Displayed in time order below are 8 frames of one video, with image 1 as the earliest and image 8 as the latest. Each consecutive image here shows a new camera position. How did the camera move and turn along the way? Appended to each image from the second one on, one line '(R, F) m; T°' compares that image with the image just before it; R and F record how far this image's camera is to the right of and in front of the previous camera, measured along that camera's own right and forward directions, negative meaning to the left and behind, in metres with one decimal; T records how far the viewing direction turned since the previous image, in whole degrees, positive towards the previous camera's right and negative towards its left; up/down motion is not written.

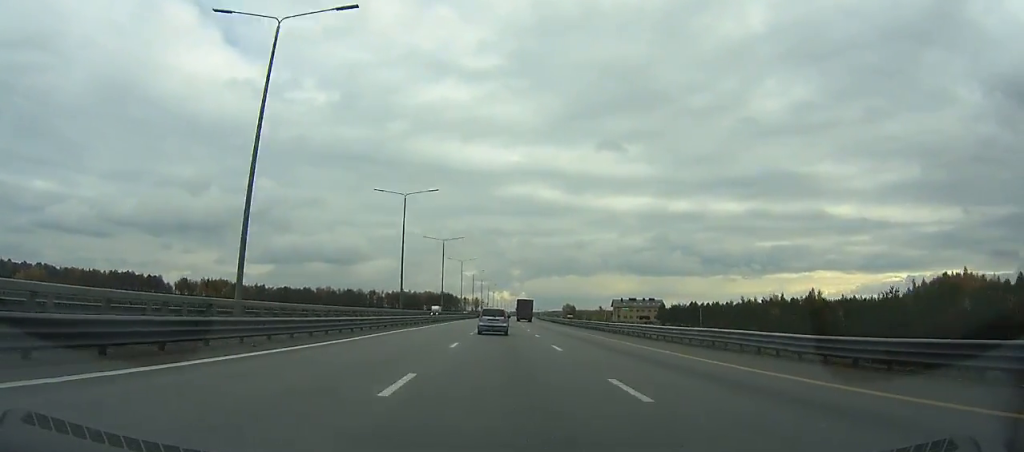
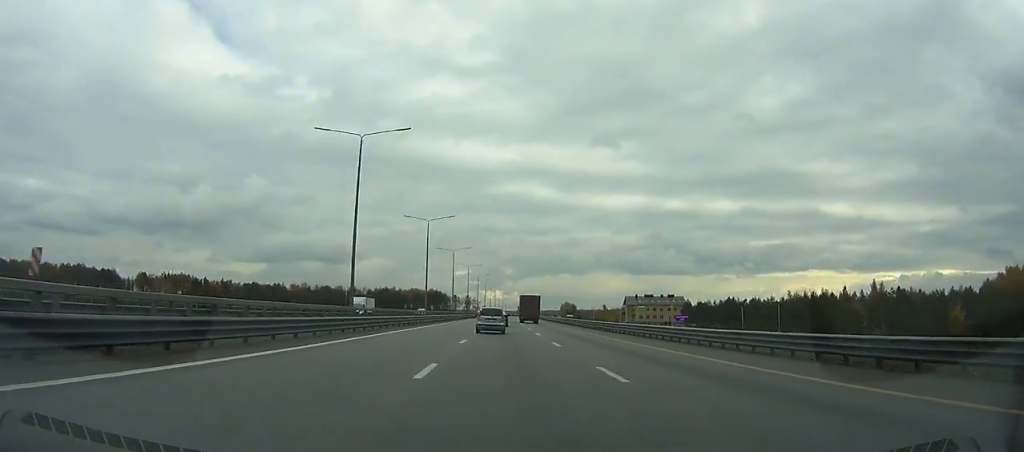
(+0.1, +44.5) m; +1°
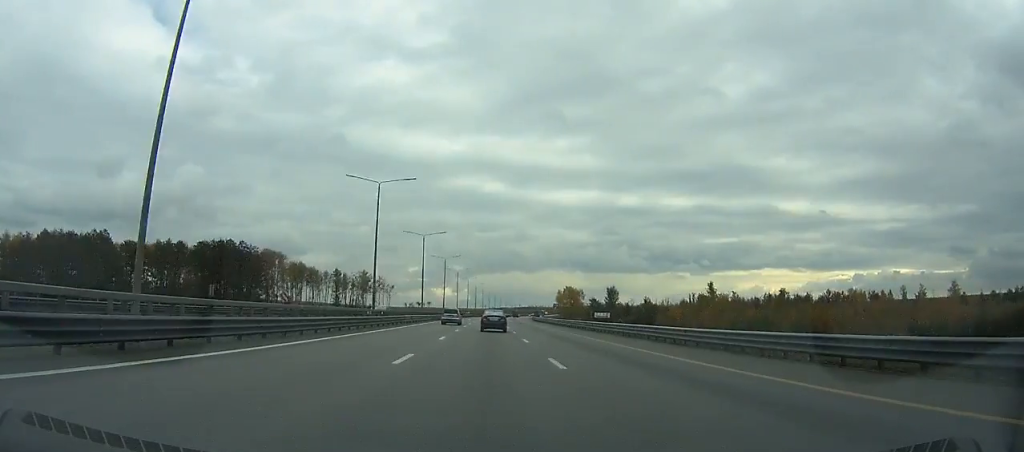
(+10.1, +283.7) m; +4°
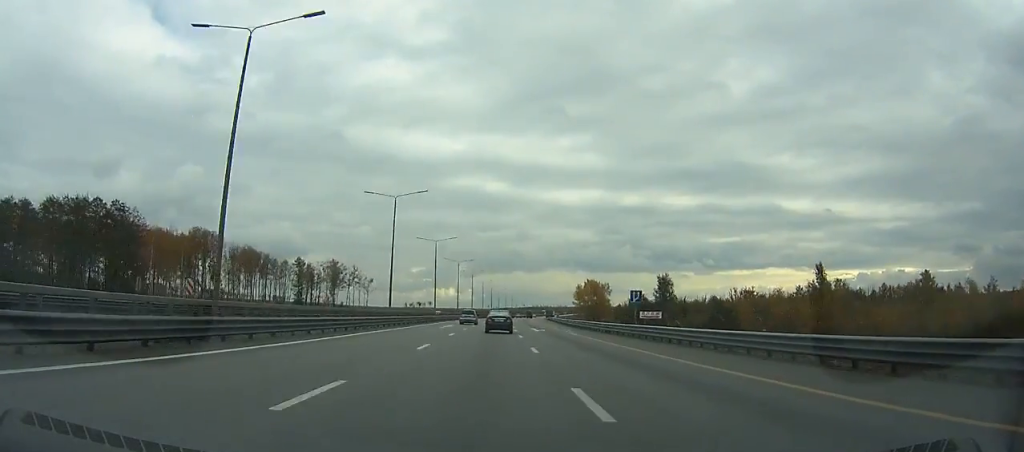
(+0.6, +54.8) m; +1°
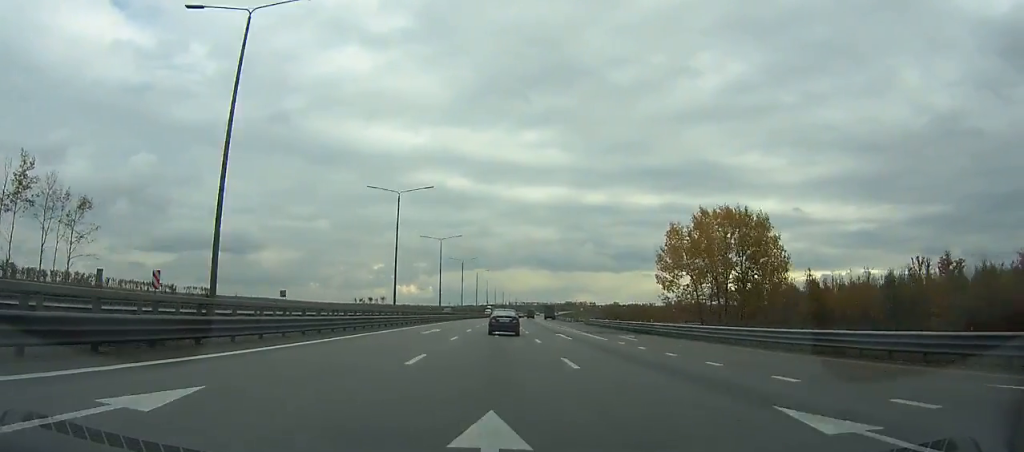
(+2.4, +146.9) m; +3°
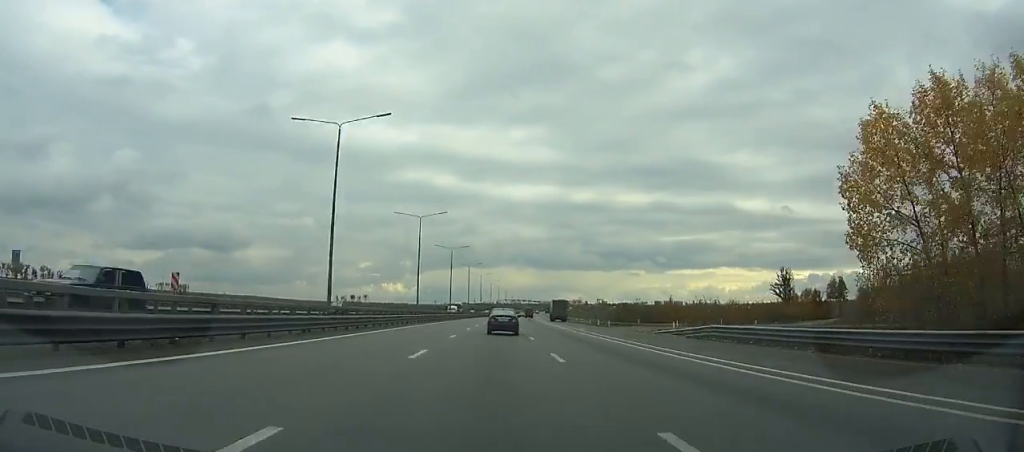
(+0.2, +47.6) m; +1°
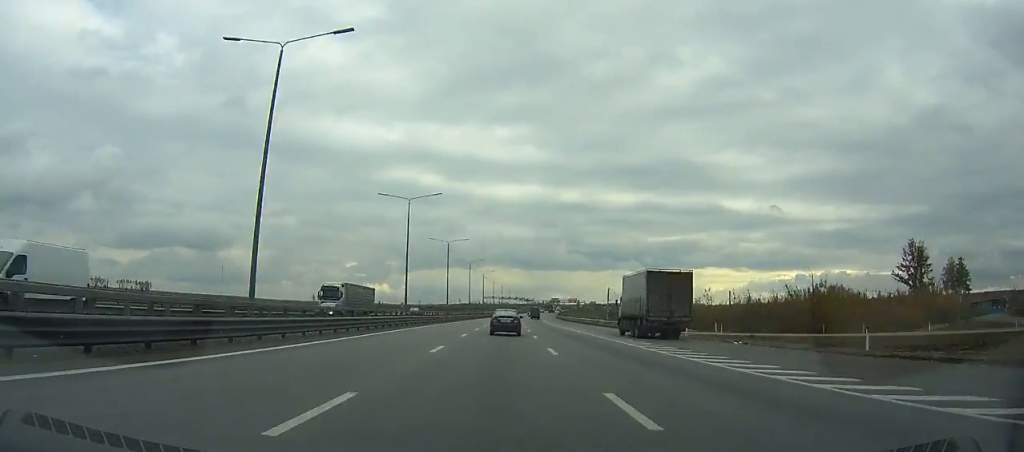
(+1.4, +68.4) m; +2°
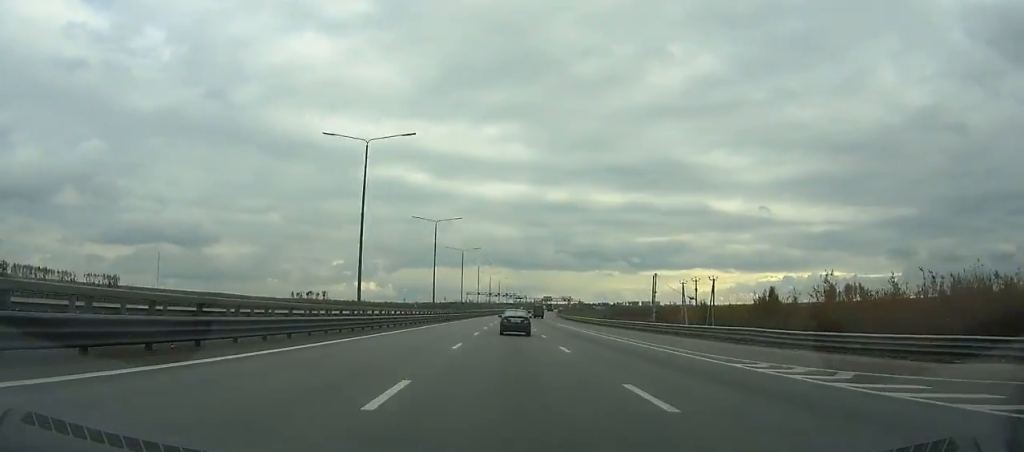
(+0.5, +47.7) m; +1°
